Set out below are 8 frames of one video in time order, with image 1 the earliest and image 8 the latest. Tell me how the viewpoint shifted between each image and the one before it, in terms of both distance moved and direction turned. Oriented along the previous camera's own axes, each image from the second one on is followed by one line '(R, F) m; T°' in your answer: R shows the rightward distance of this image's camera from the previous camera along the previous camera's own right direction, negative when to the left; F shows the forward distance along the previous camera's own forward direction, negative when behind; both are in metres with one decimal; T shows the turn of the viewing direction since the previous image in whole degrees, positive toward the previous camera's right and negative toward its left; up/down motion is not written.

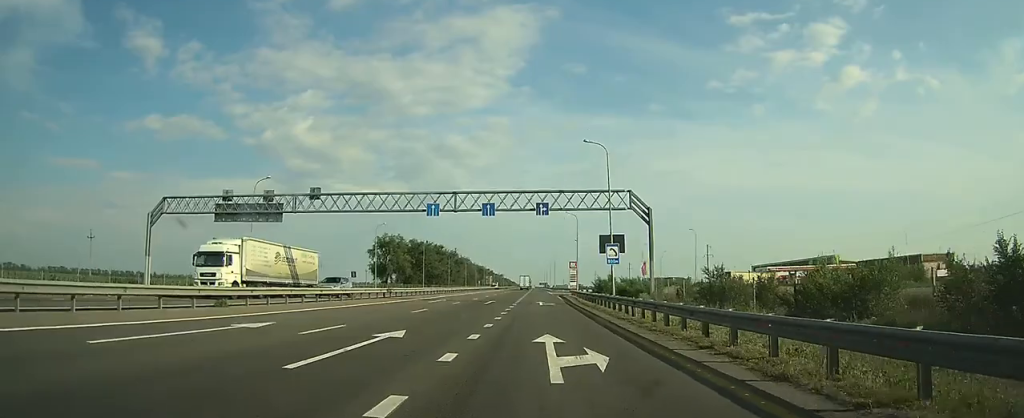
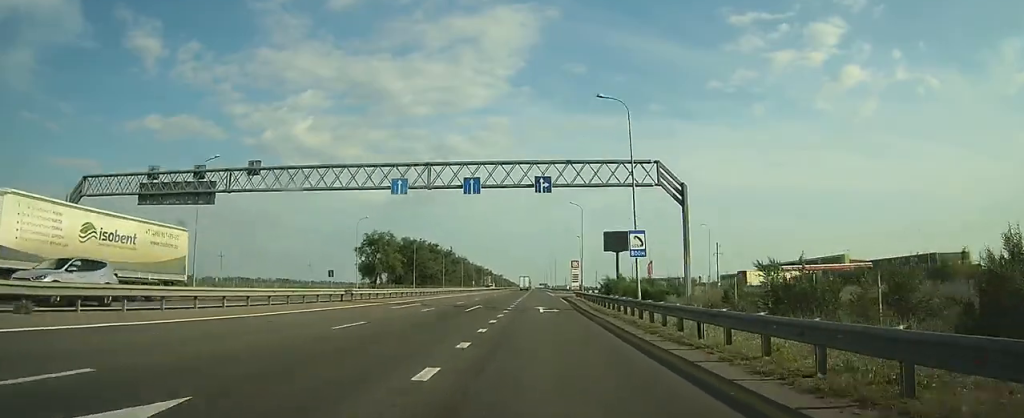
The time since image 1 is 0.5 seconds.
(0.0, +9.9) m; 0°
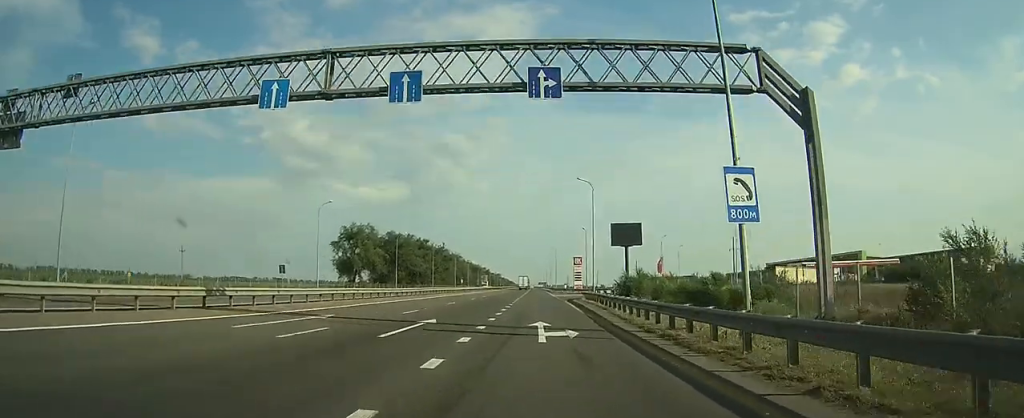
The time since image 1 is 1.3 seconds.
(0.0, +15.6) m; 0°
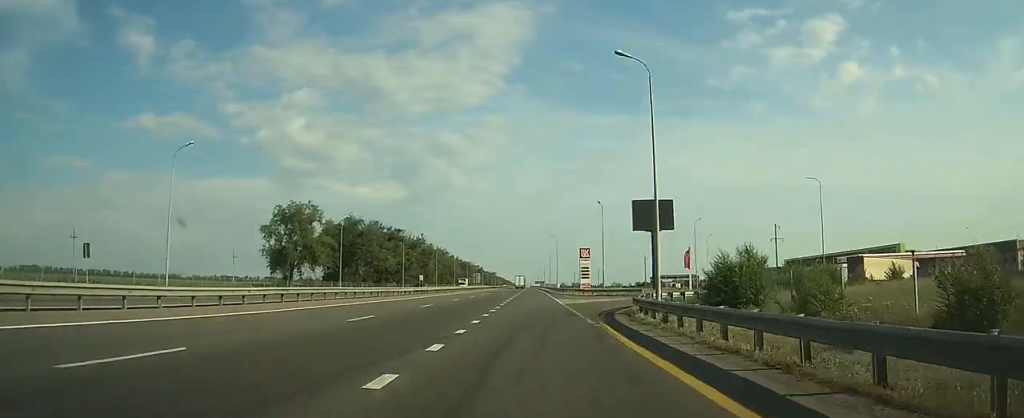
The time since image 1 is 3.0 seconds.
(0.0, +31.2) m; 0°
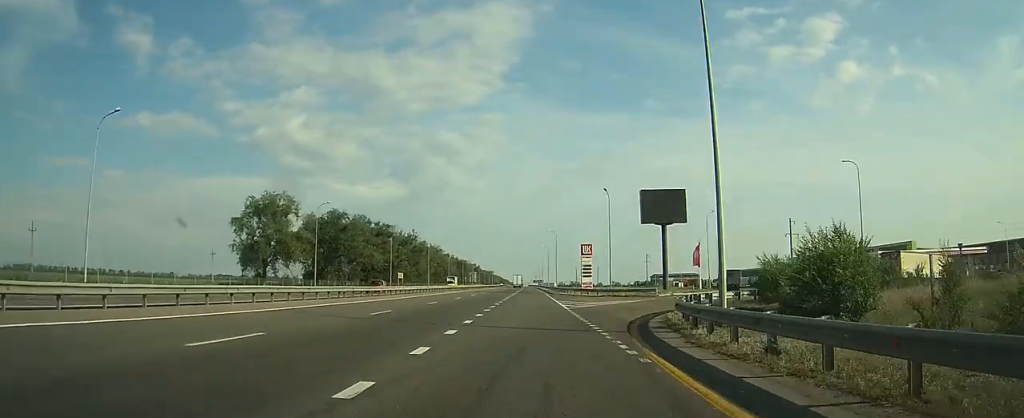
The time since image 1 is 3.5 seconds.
(0.0, +9.0) m; 0°
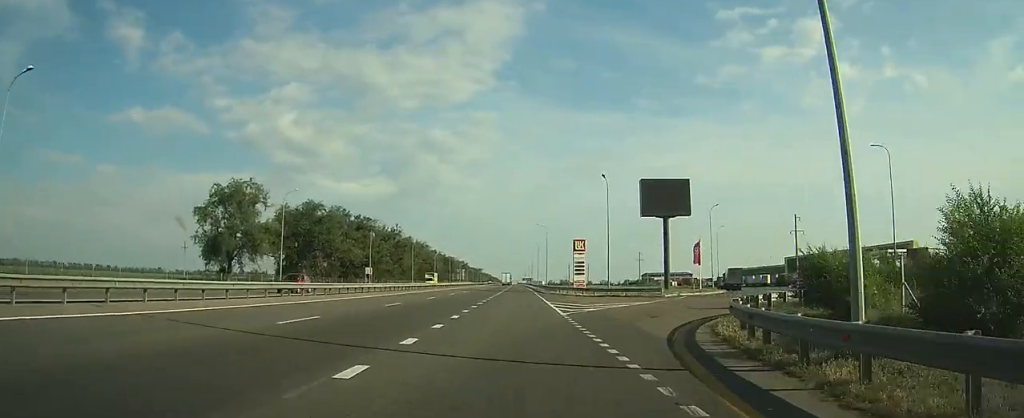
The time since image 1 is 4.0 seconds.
(0.0, +7.7) m; 0°
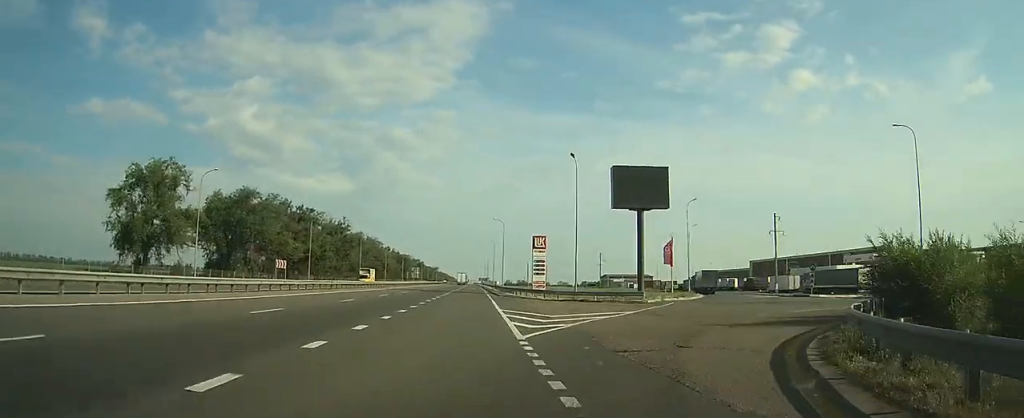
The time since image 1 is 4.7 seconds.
(+0.1, +10.2) m; +2°
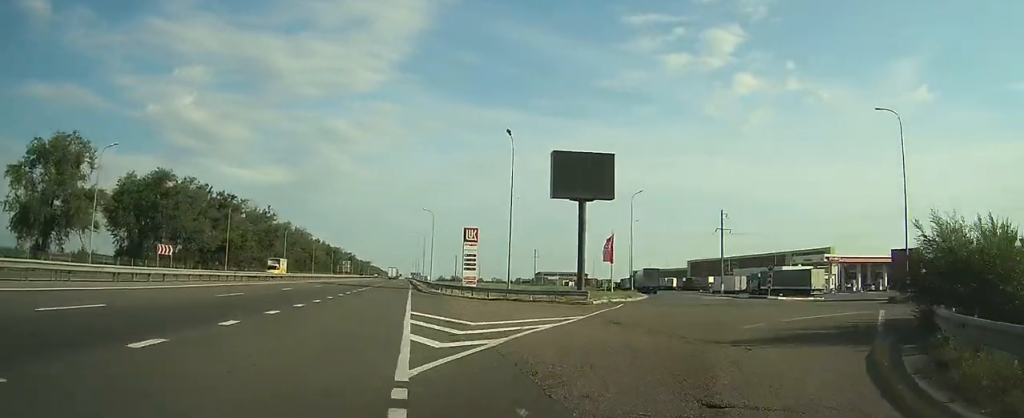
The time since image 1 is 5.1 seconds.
(-0.2, +6.9) m; +2°
